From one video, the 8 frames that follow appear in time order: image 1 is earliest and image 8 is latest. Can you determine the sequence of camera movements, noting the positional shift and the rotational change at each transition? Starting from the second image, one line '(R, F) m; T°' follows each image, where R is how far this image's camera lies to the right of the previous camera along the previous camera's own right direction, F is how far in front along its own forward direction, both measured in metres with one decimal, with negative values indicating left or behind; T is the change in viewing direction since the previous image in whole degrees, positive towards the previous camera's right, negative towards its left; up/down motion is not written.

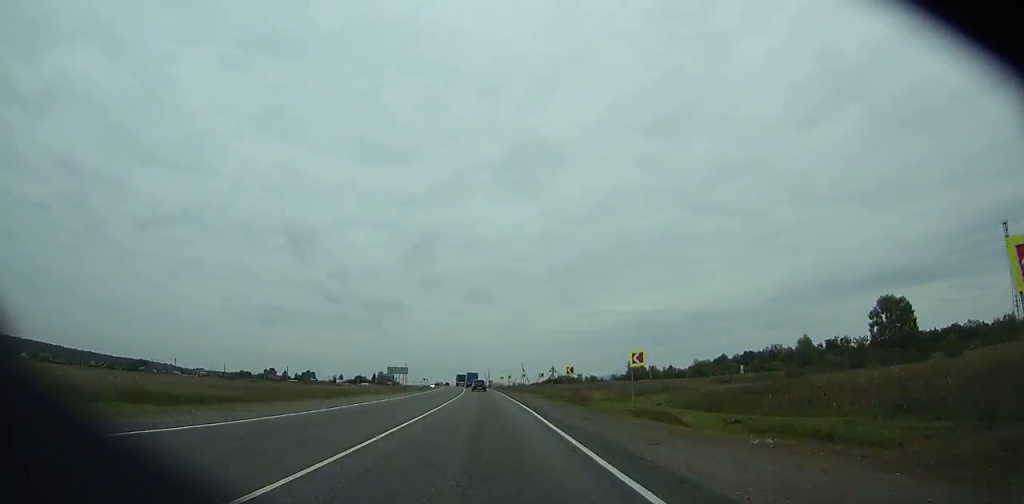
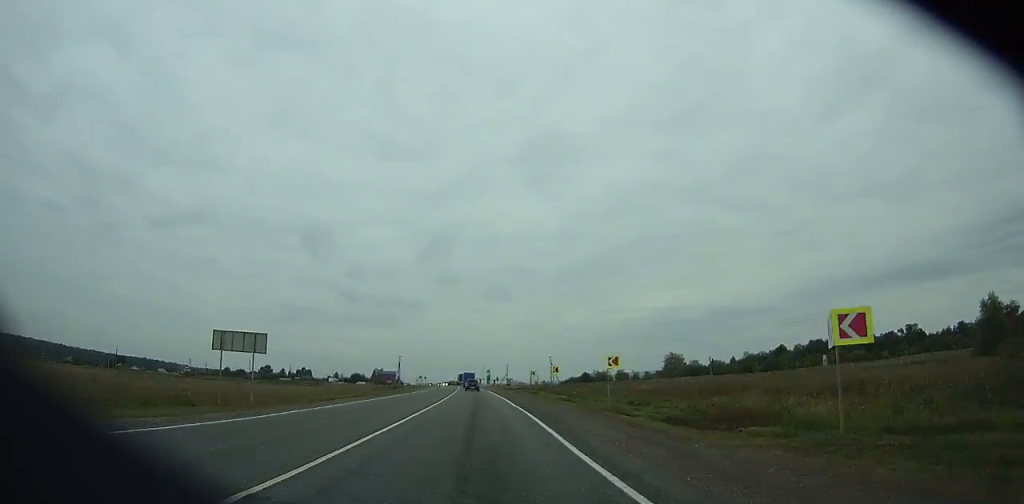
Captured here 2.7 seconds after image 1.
(-0.9, +58.9) m; -2°
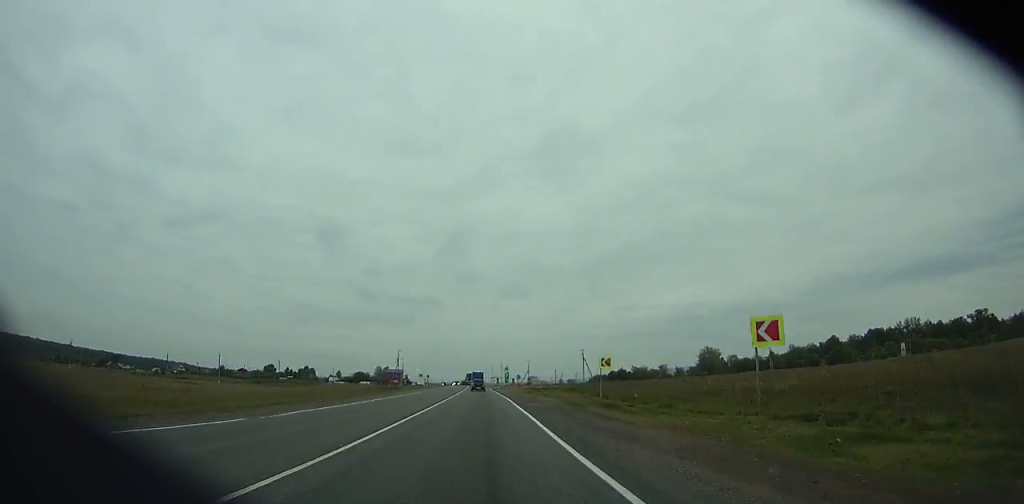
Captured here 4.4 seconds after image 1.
(-0.2, +36.8) m; -1°
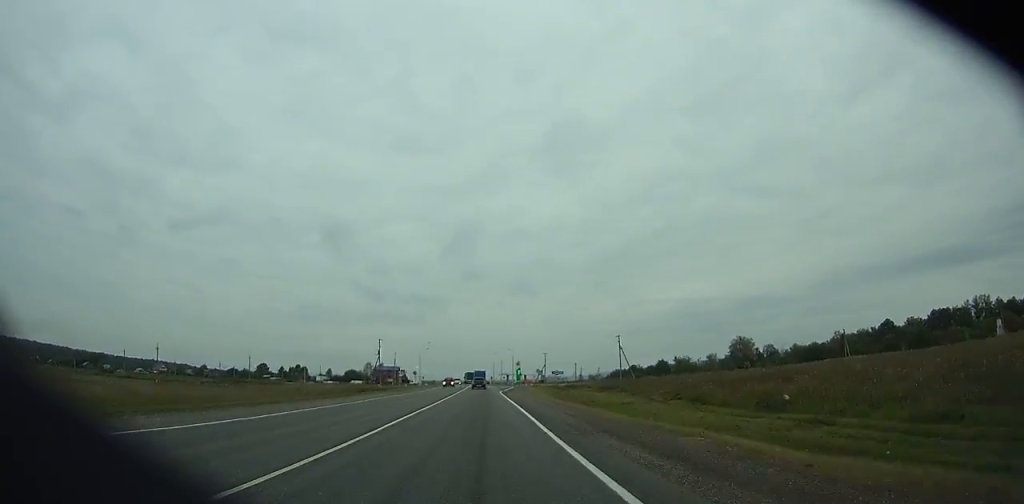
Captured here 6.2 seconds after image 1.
(-0.5, +38.7) m; -1°
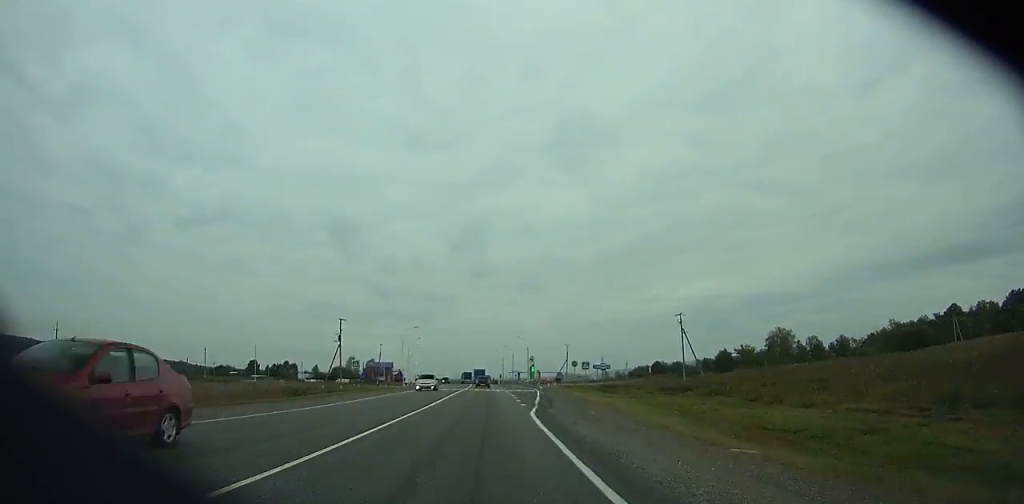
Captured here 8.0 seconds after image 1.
(-0.4, +38.4) m; -1°
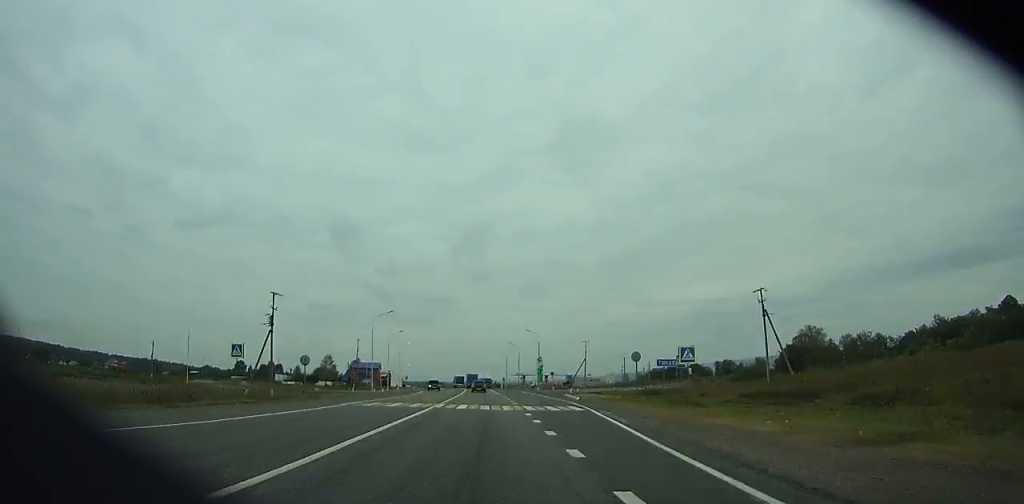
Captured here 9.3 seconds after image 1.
(-0.1, +27.7) m; -1°
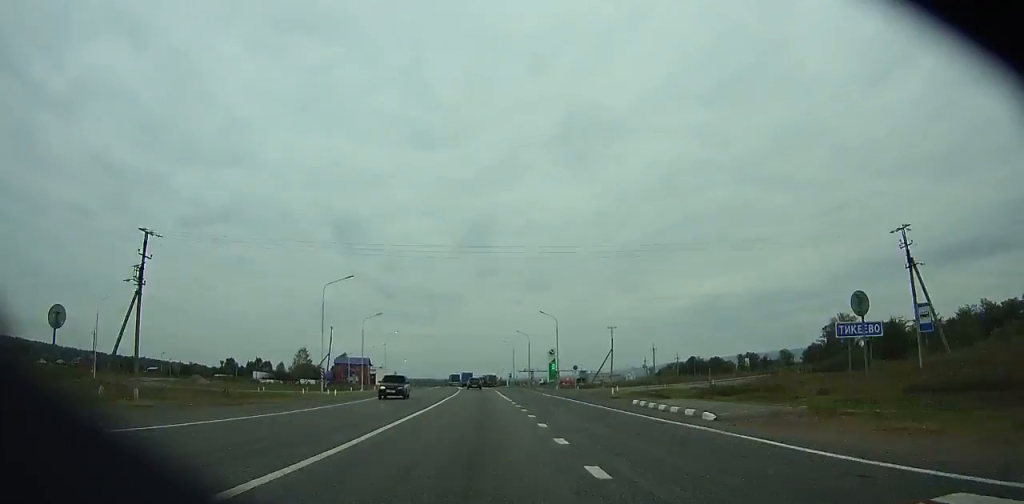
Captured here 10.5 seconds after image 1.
(-0.1, +25.4) m; -1°
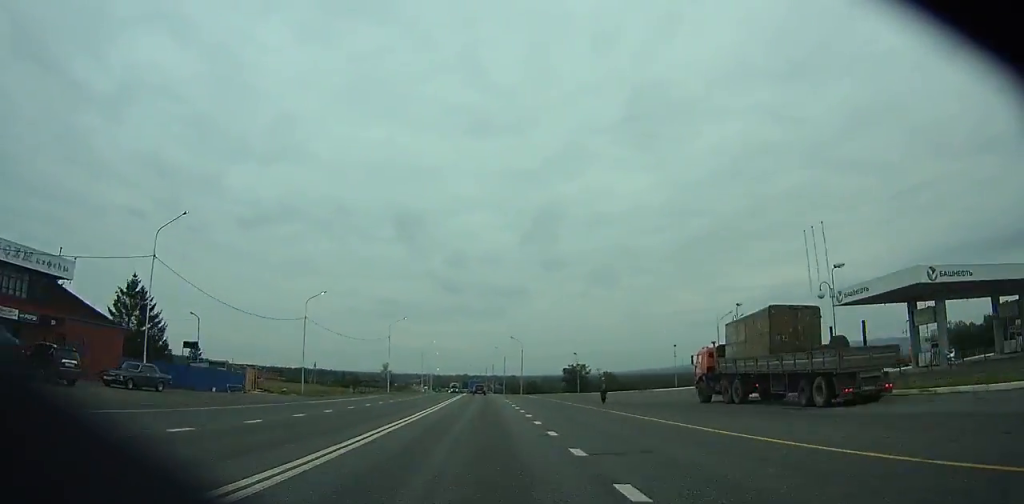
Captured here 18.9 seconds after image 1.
(-8.2, +176.5) m; -6°
